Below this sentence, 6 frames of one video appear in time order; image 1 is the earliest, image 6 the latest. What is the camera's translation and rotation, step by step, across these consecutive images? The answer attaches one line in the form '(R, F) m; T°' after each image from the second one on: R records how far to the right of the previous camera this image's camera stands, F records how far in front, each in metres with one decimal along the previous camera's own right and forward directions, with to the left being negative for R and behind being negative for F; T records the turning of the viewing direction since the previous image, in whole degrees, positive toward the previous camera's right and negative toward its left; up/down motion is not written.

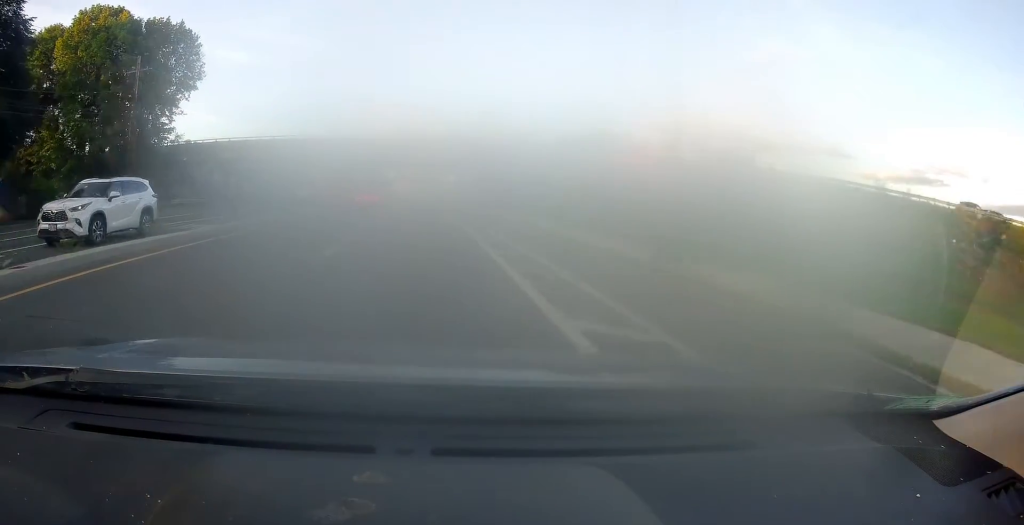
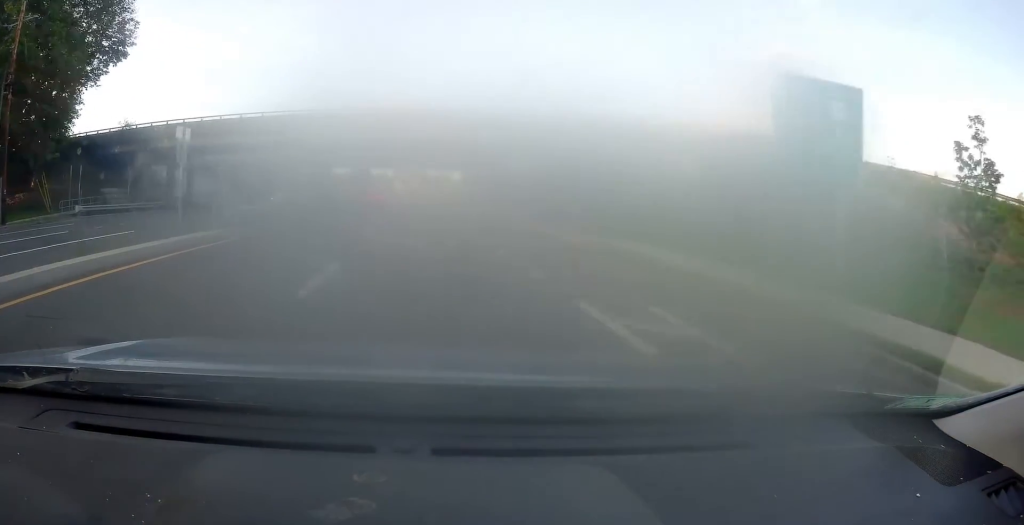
(-0.4, +17.5) m; -2°
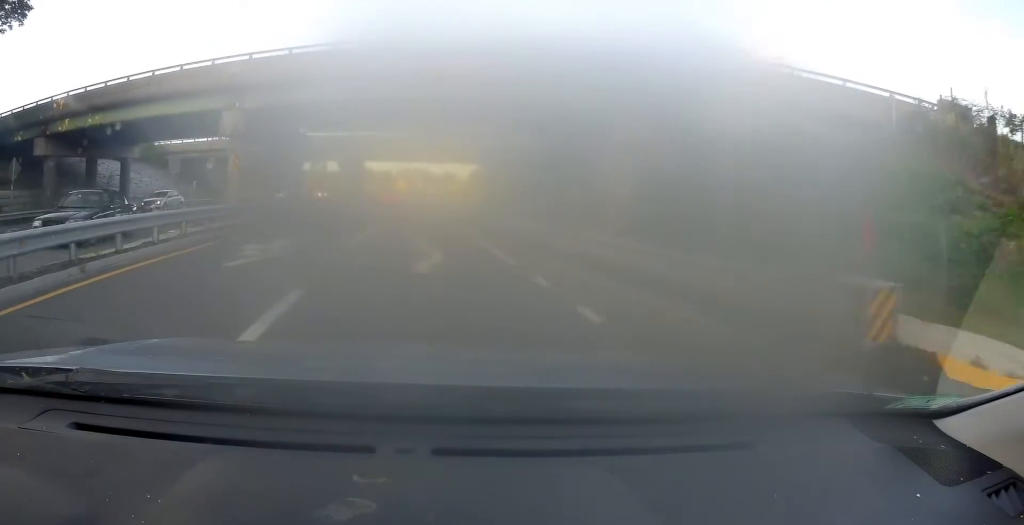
(-0.3, +16.4) m; -1°
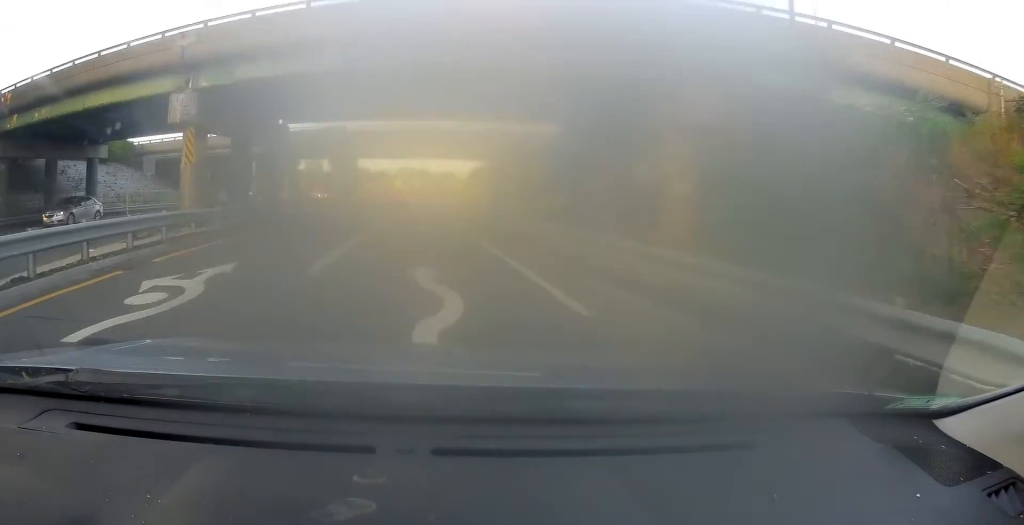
(+0.1, +5.5) m; +1°
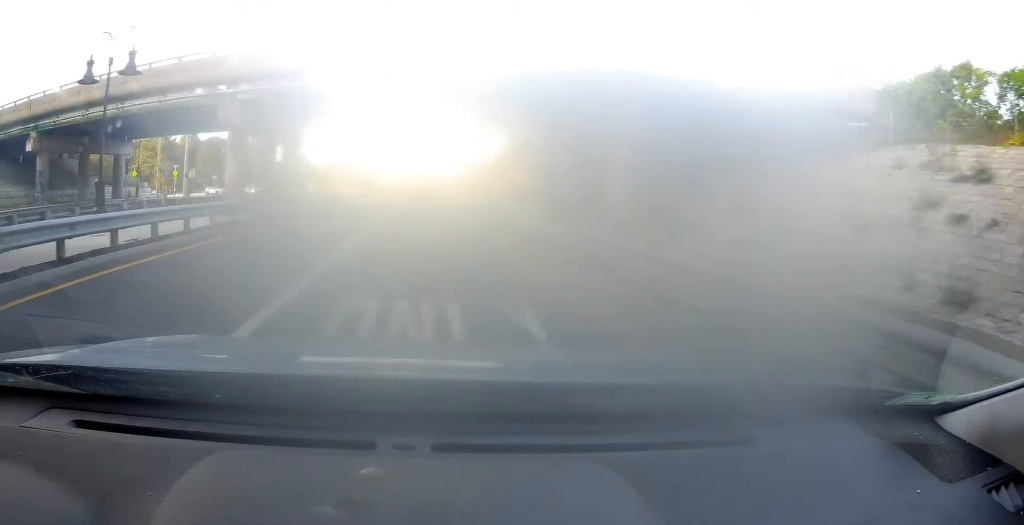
(+0.9, +24.8) m; +4°
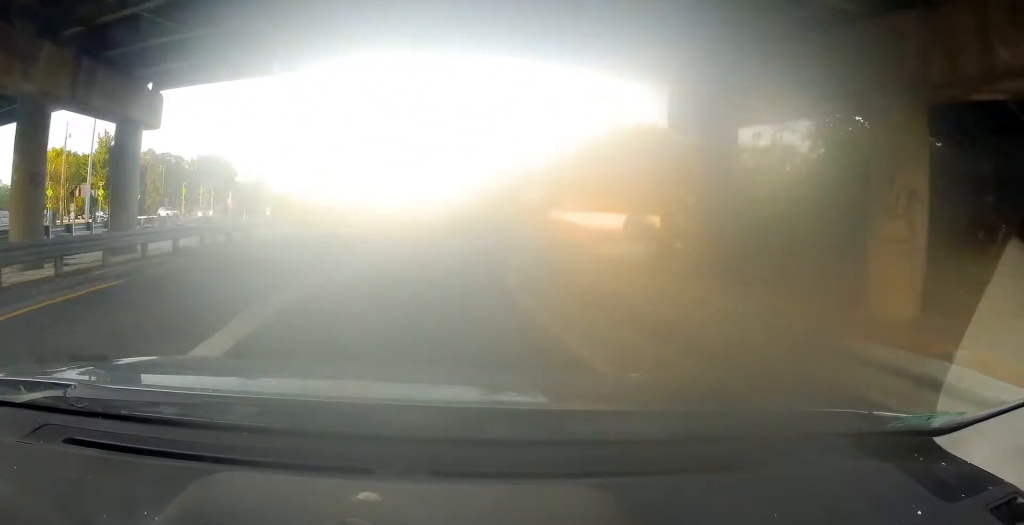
(+0.8, +17.2) m; +7°
